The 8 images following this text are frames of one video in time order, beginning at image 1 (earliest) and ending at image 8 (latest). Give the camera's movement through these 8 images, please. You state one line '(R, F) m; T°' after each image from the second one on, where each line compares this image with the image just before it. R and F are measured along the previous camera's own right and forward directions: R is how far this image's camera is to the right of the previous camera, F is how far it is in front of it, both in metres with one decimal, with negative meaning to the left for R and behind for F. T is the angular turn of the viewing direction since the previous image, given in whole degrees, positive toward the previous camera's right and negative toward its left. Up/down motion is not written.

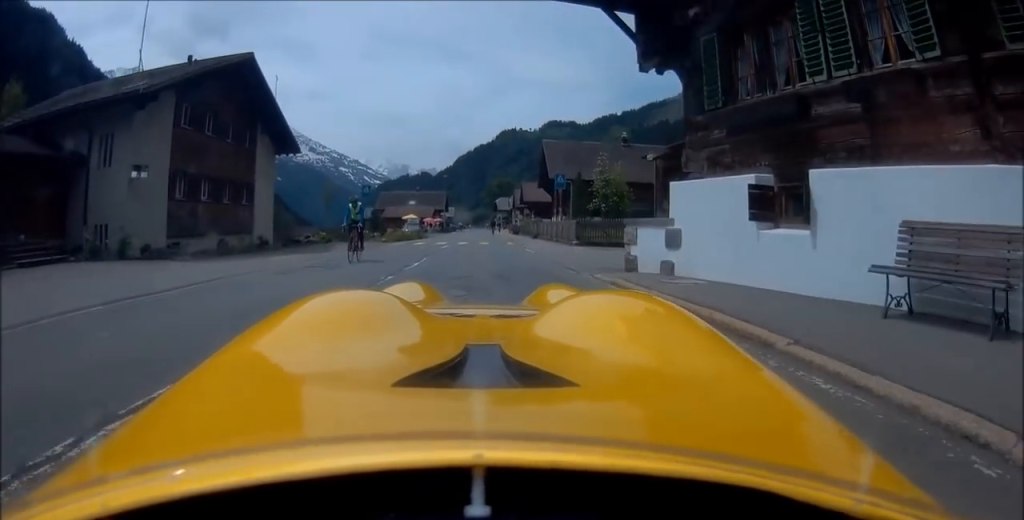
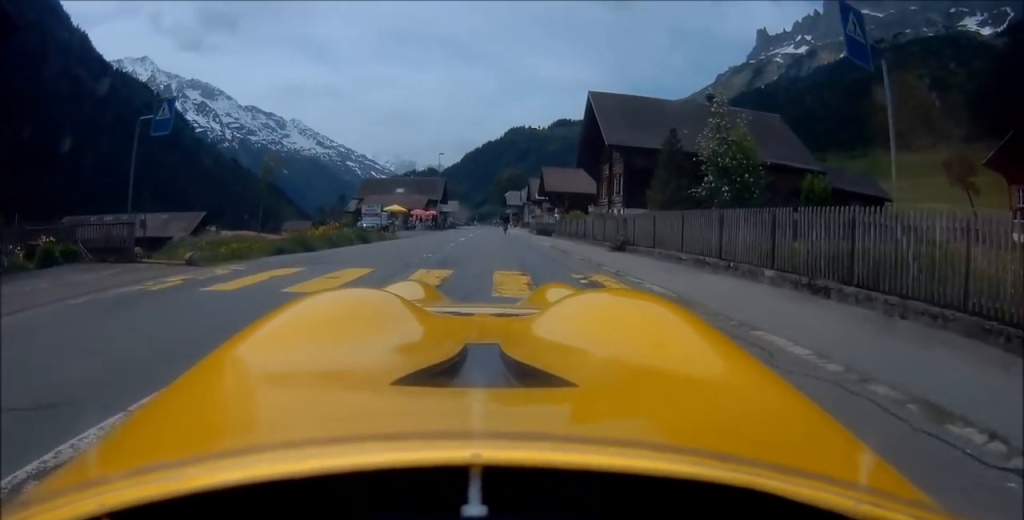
(-0.3, +22.3) m; -1°
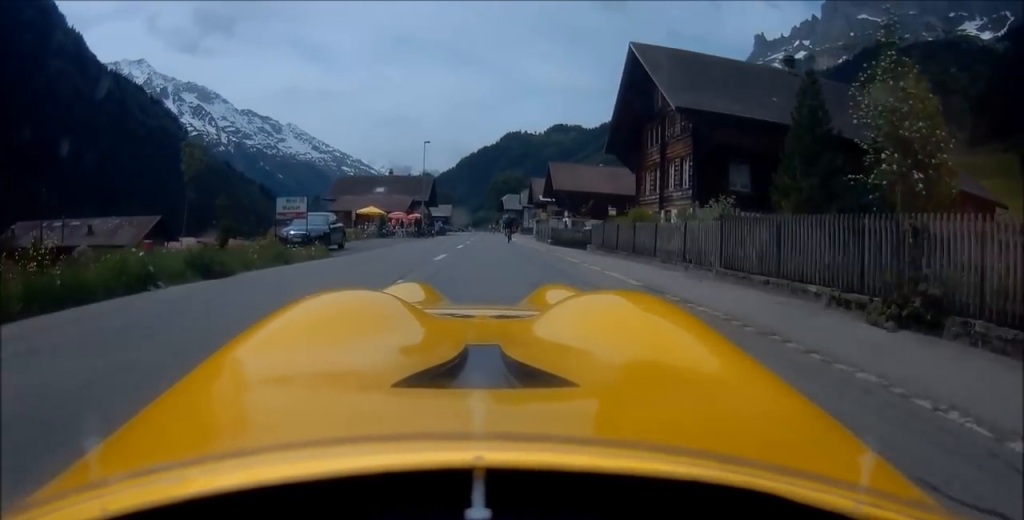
(0.0, +12.3) m; 0°
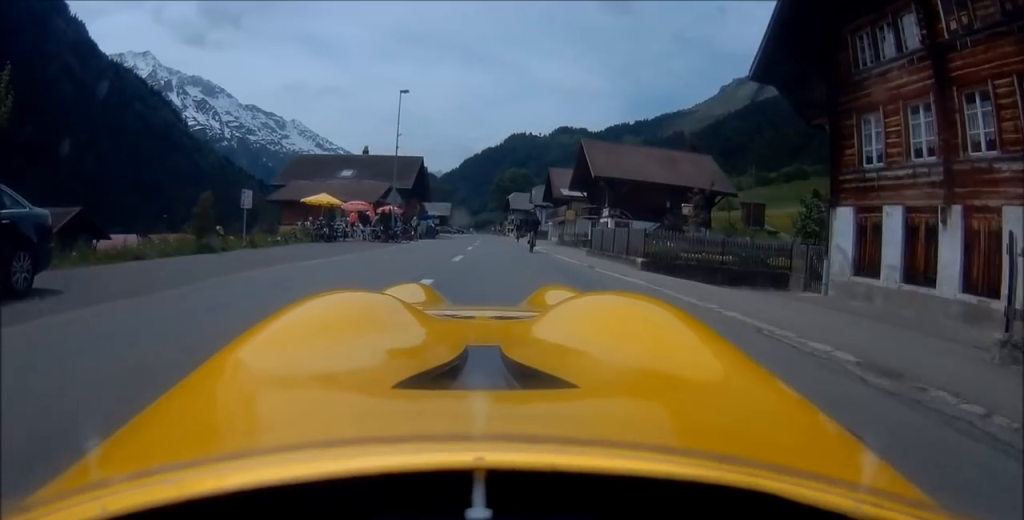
(0.0, +18.4) m; 0°
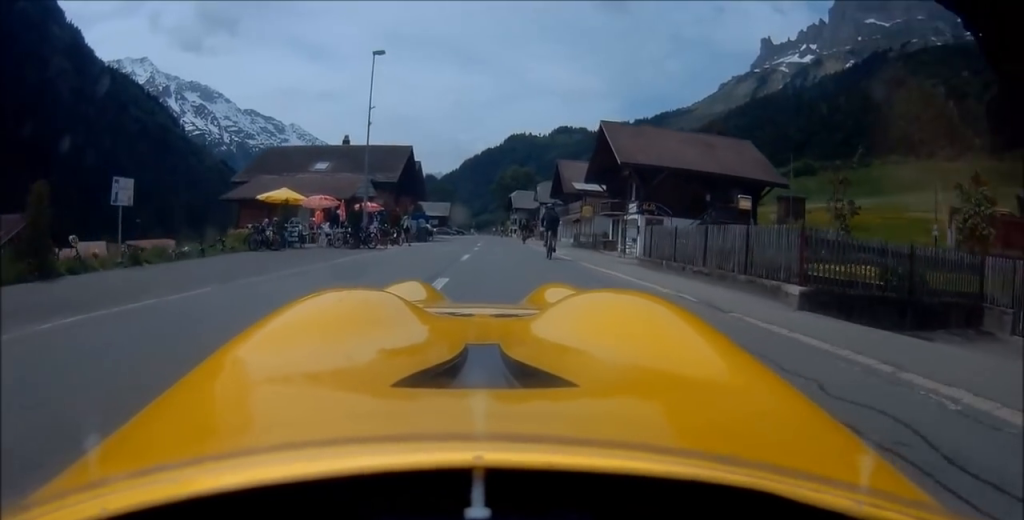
(0.0, +7.8) m; 0°
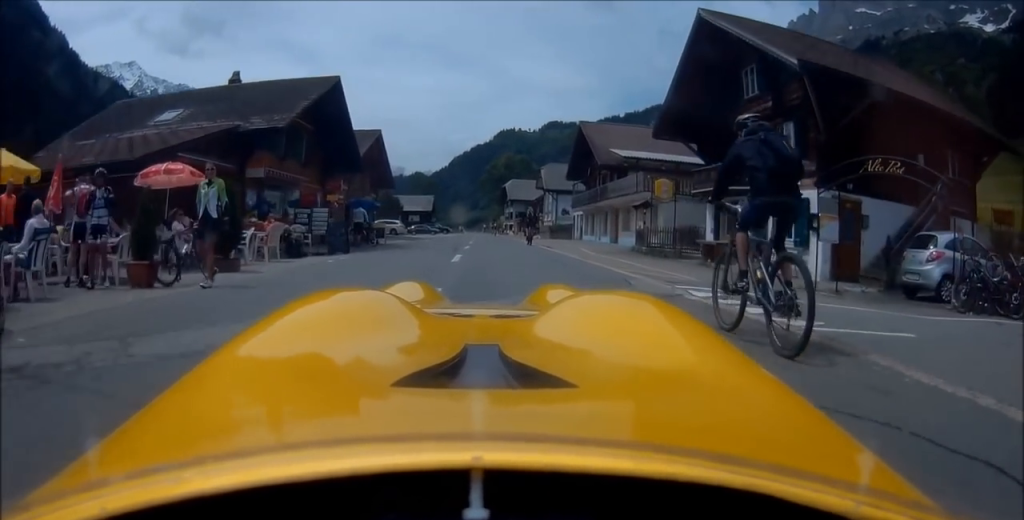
(+0.1, +20.0) m; +2°
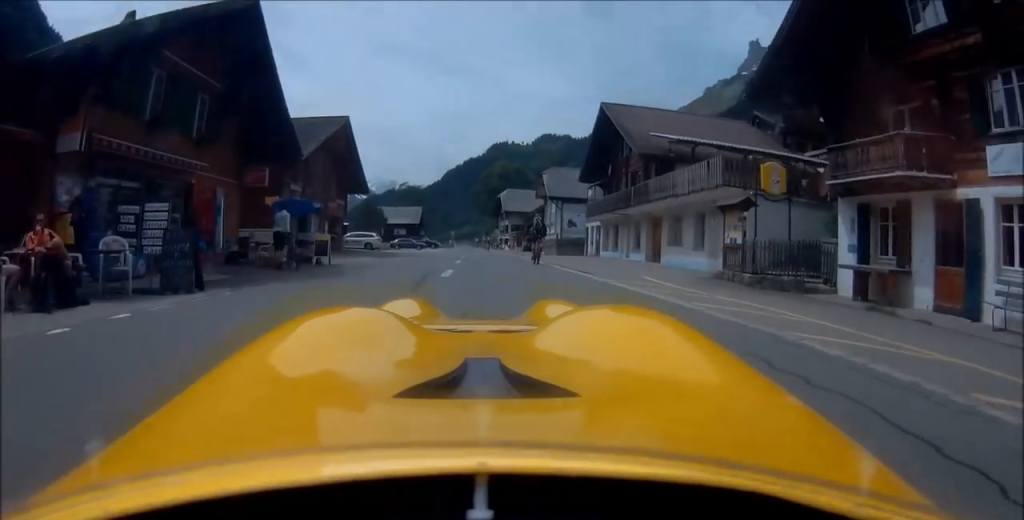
(+0.1, +9.5) m; +1°
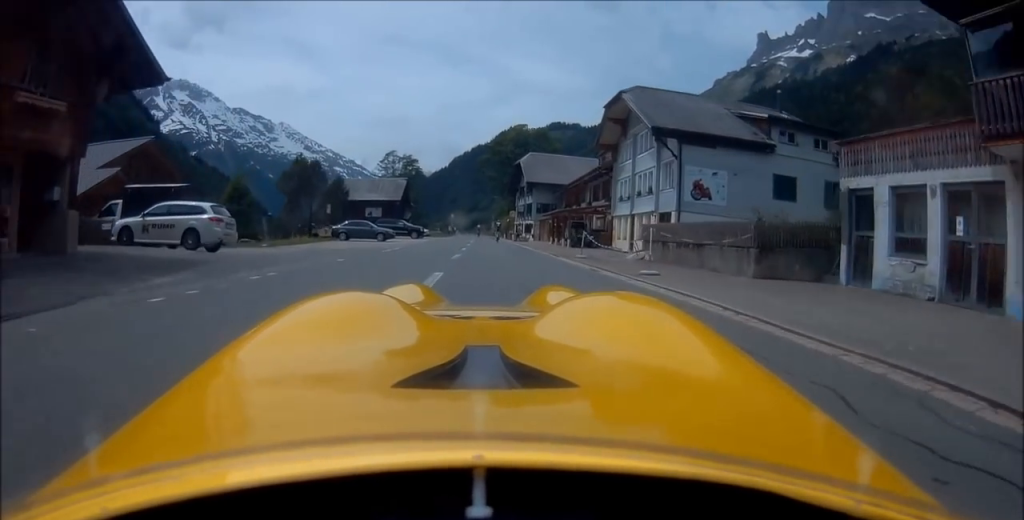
(+0.1, +31.0) m; +1°
